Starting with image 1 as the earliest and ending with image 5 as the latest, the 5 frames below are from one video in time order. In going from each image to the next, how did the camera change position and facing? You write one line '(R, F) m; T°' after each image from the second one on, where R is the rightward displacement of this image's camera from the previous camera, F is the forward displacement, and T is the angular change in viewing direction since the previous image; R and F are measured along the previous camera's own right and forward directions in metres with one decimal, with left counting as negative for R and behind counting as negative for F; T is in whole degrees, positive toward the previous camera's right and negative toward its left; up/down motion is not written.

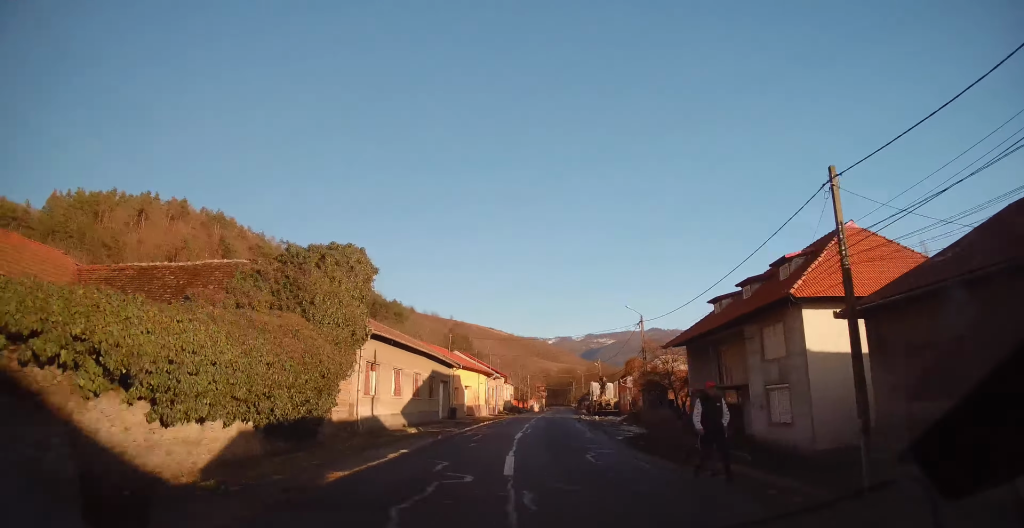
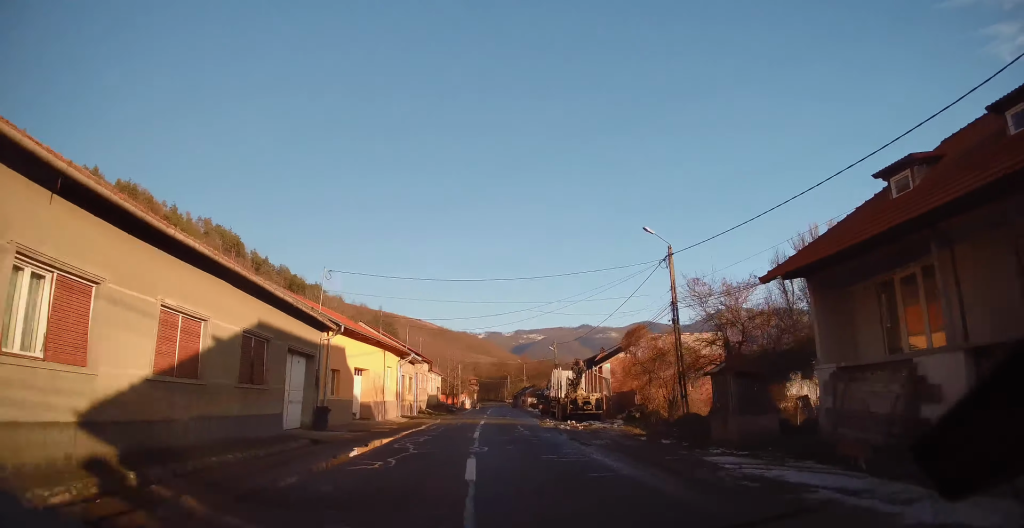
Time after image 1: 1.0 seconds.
(+0.8, +18.5) m; +3°
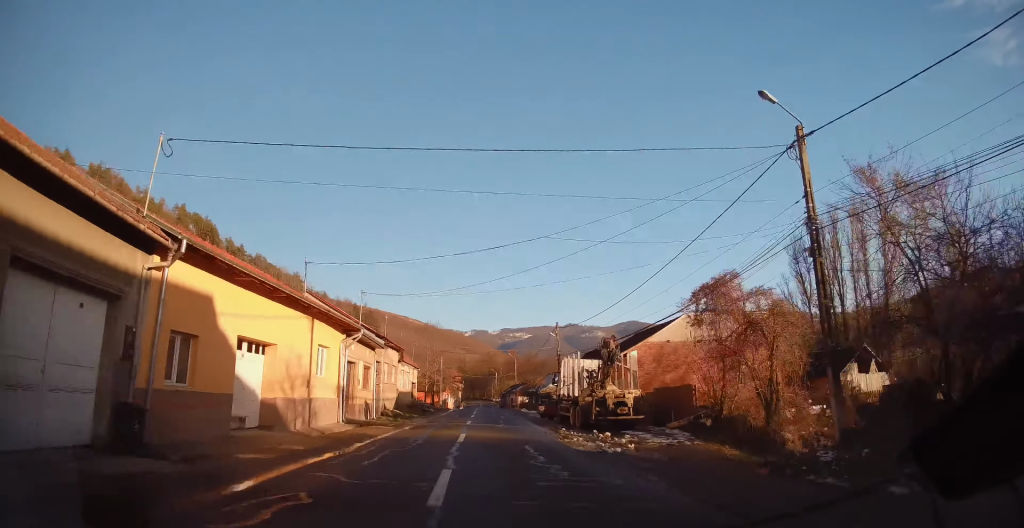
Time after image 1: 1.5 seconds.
(+0.1, +11.0) m; +1°
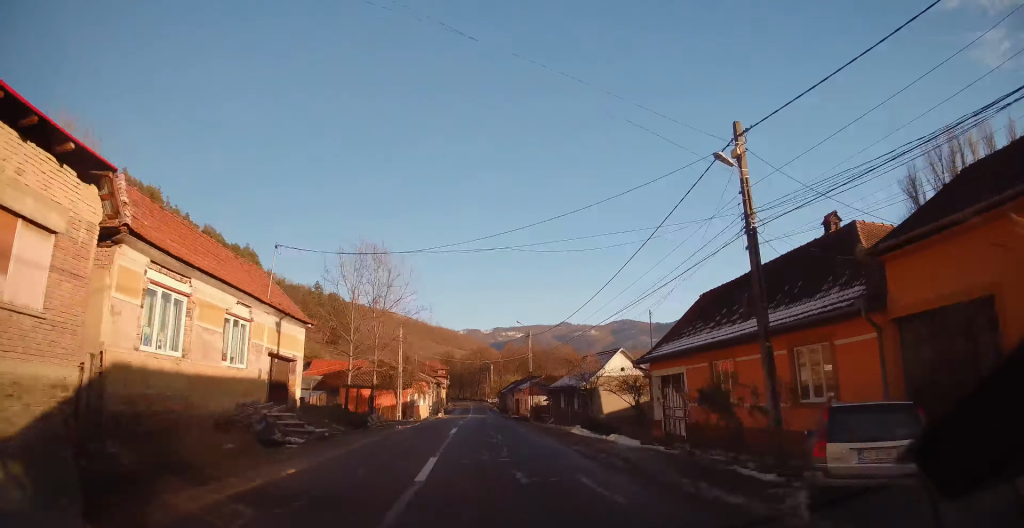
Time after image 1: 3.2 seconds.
(+0.6, +33.3) m; +1°
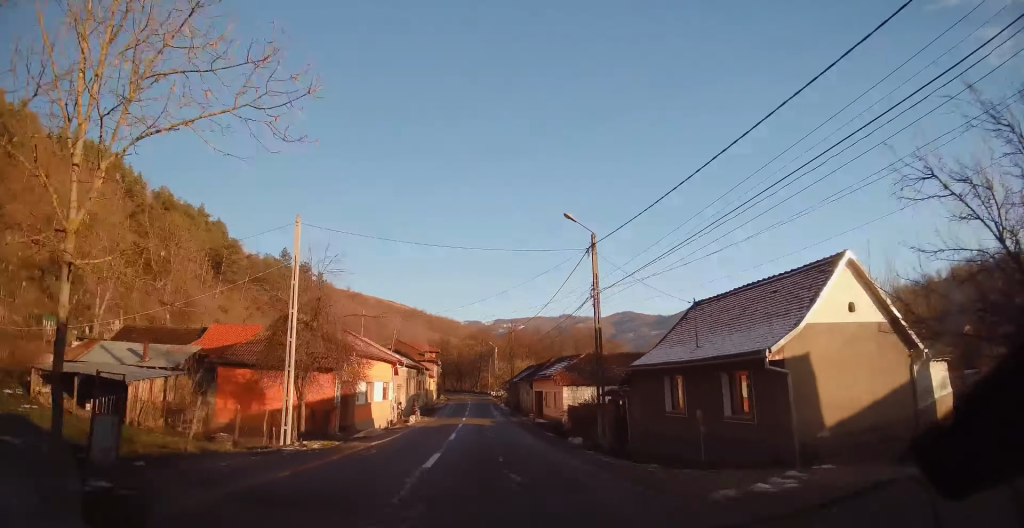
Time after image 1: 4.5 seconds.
(+0.2, +25.8) m; +1°
